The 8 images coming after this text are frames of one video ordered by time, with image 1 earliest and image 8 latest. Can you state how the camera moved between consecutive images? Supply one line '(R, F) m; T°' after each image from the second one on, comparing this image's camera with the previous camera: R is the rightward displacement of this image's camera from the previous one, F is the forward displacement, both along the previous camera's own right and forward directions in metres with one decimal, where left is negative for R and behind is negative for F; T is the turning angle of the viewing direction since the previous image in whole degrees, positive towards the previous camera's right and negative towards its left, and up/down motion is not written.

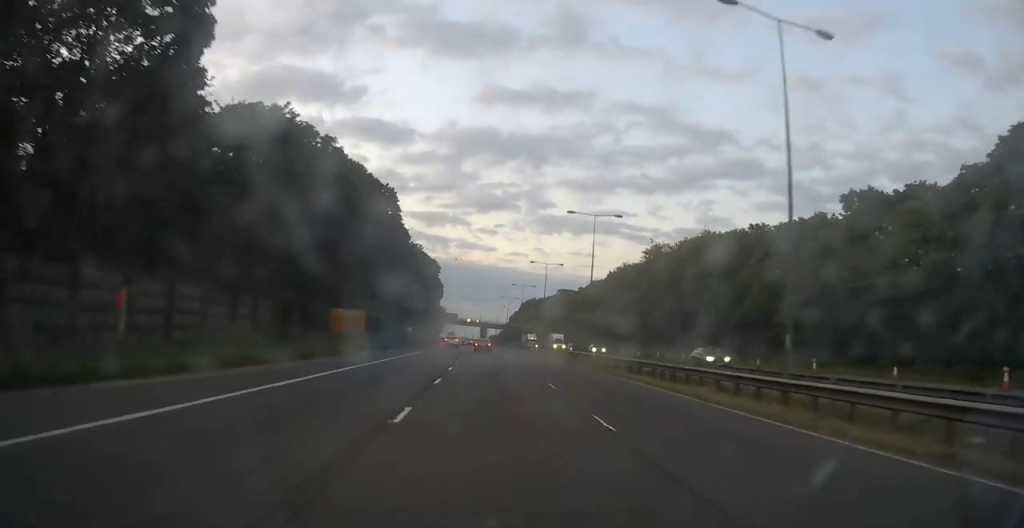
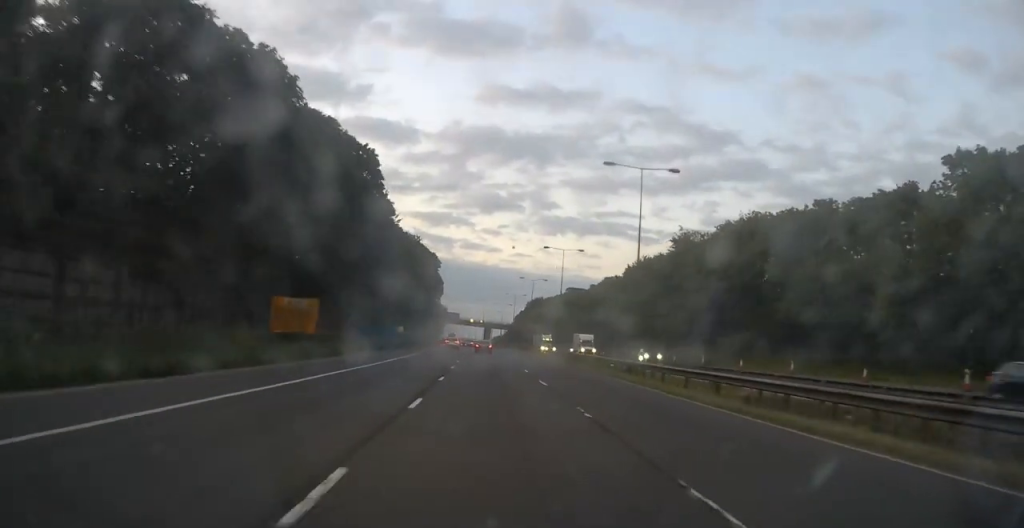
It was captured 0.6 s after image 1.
(-0.1, +15.2) m; 0°
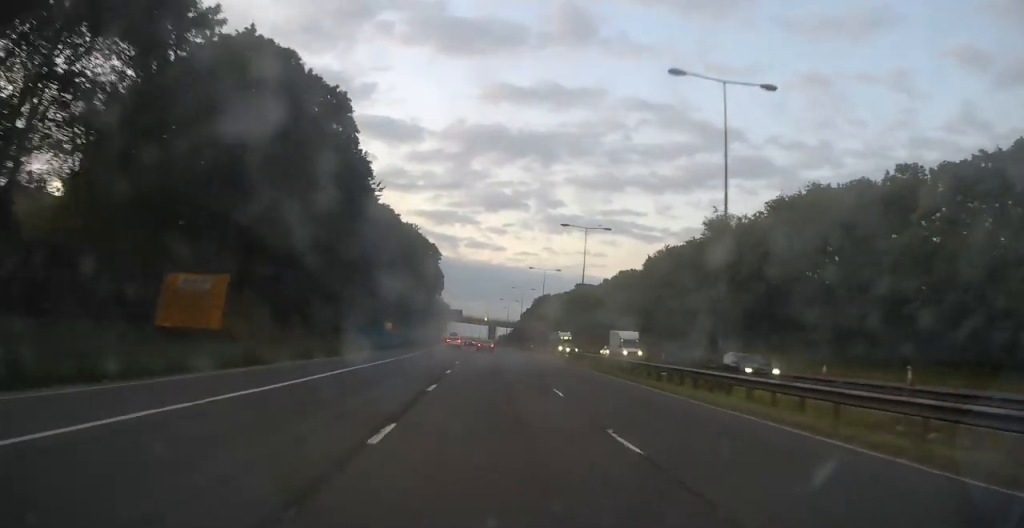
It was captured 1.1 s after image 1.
(0.0, +13.6) m; 0°
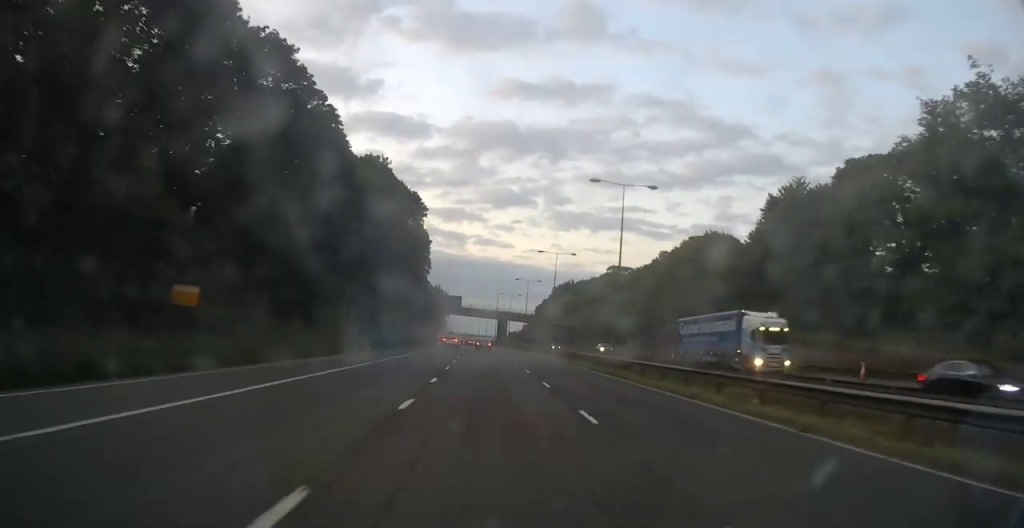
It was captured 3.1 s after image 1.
(-0.6, +51.2) m; -1°
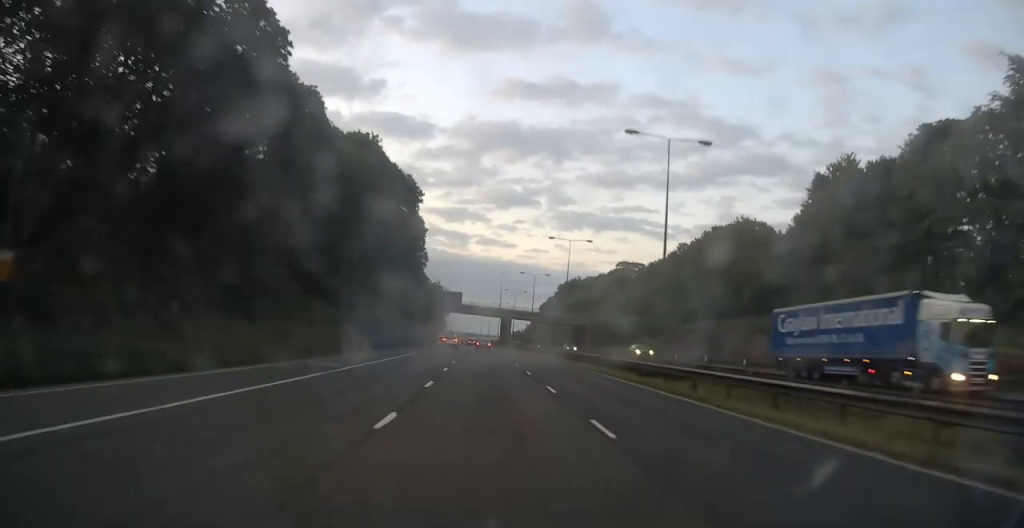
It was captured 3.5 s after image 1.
(0.0, +10.4) m; 0°
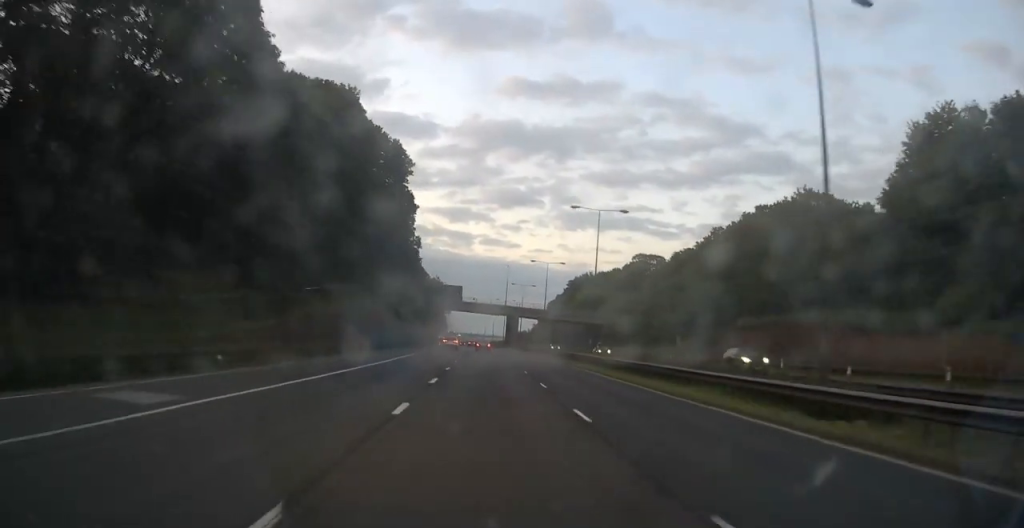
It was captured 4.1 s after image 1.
(+0.1, +15.6) m; 0°
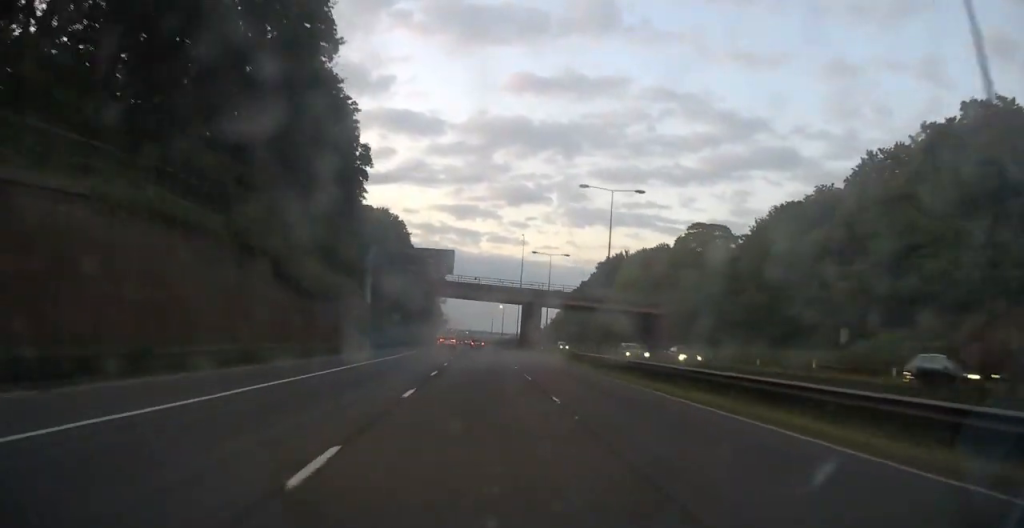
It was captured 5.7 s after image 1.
(-0.3, +41.3) m; -1°
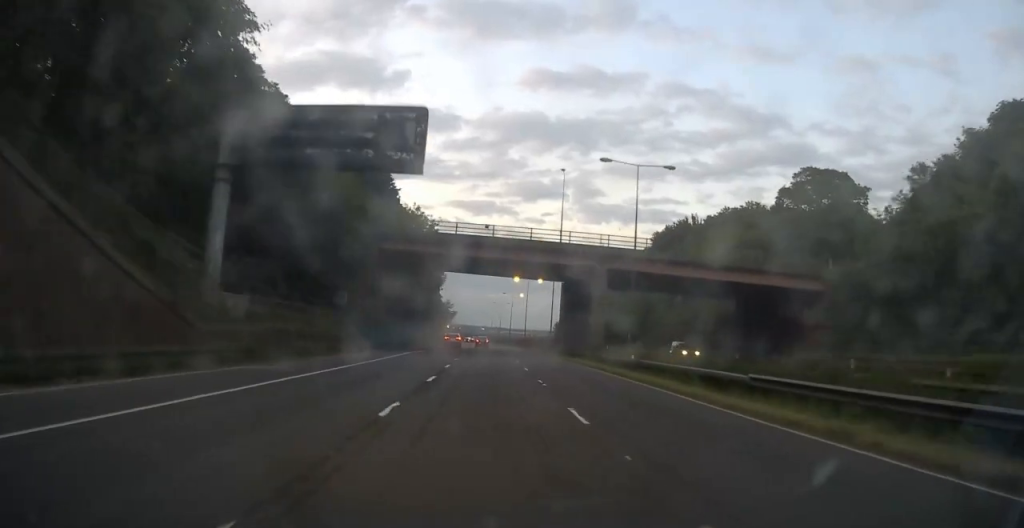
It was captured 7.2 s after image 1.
(-0.3, +39.7) m; -1°
